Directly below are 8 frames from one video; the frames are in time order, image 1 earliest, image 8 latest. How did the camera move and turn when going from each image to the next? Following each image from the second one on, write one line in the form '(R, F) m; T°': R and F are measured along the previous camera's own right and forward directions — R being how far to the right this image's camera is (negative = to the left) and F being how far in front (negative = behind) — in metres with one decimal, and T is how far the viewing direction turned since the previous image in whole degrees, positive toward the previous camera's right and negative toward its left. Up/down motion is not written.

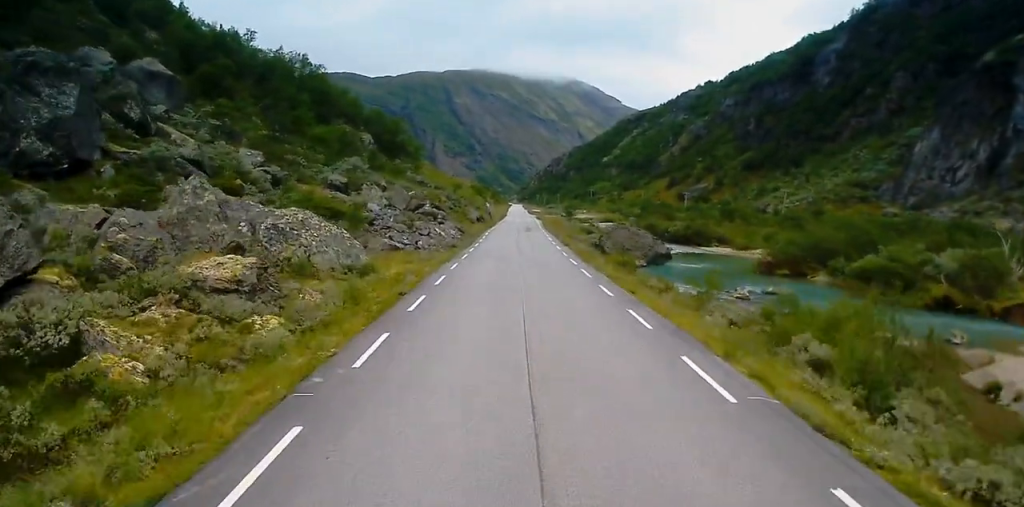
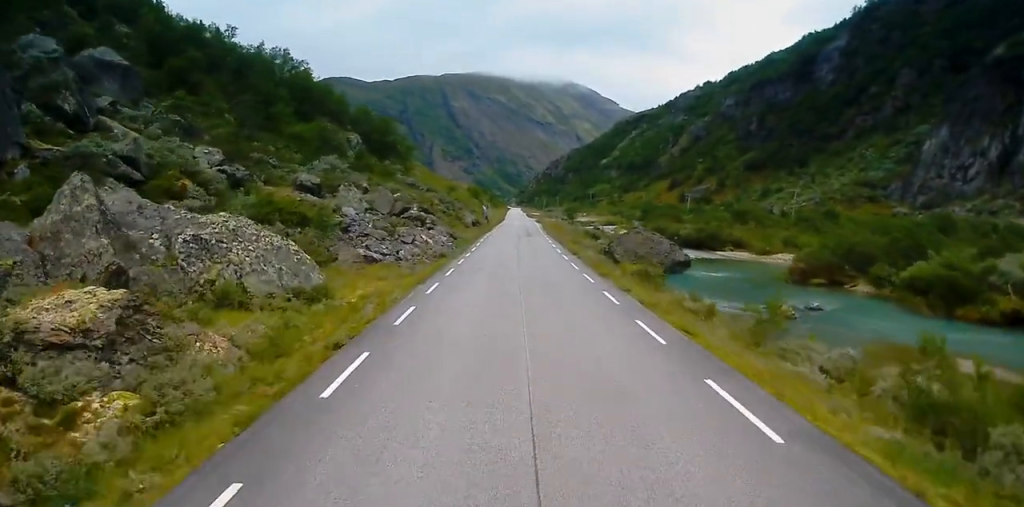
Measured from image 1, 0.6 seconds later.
(0.0, +7.6) m; +1°
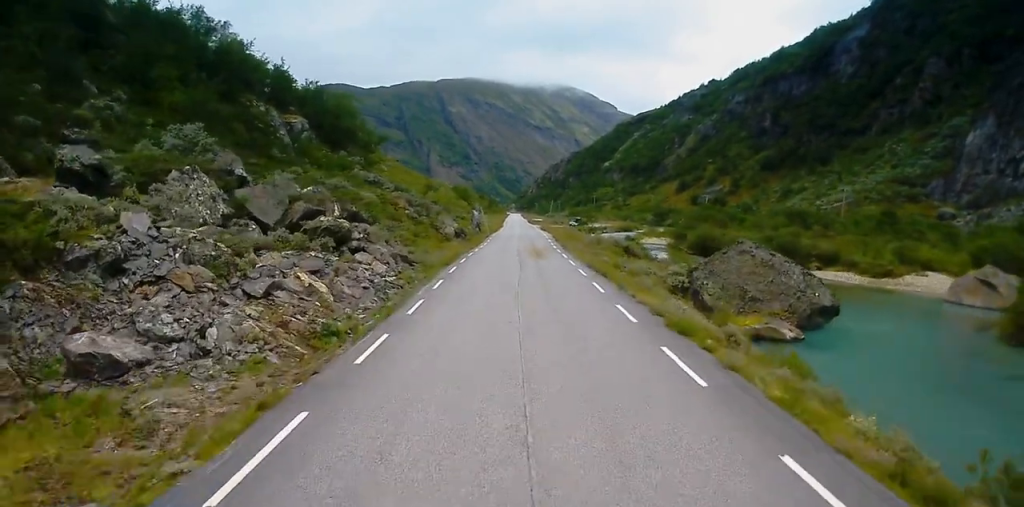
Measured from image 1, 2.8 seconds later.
(0.0, +27.2) m; -1°
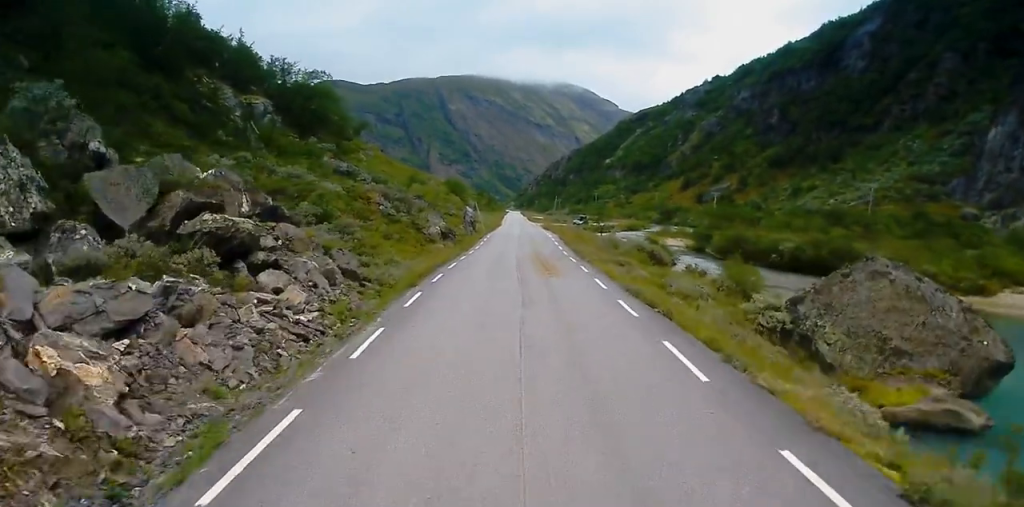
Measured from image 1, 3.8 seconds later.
(0.0, +12.0) m; +1°
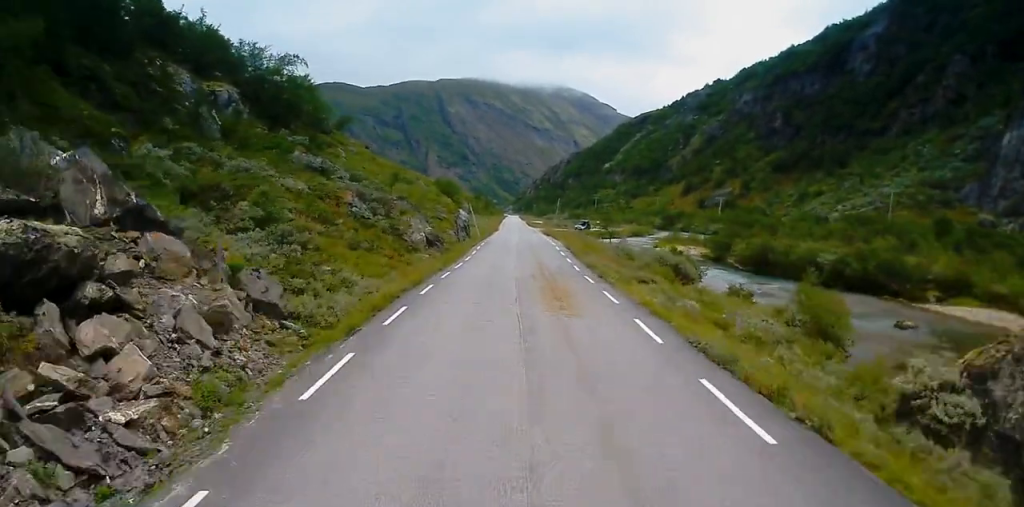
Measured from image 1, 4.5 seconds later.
(+0.1, +8.6) m; +1°
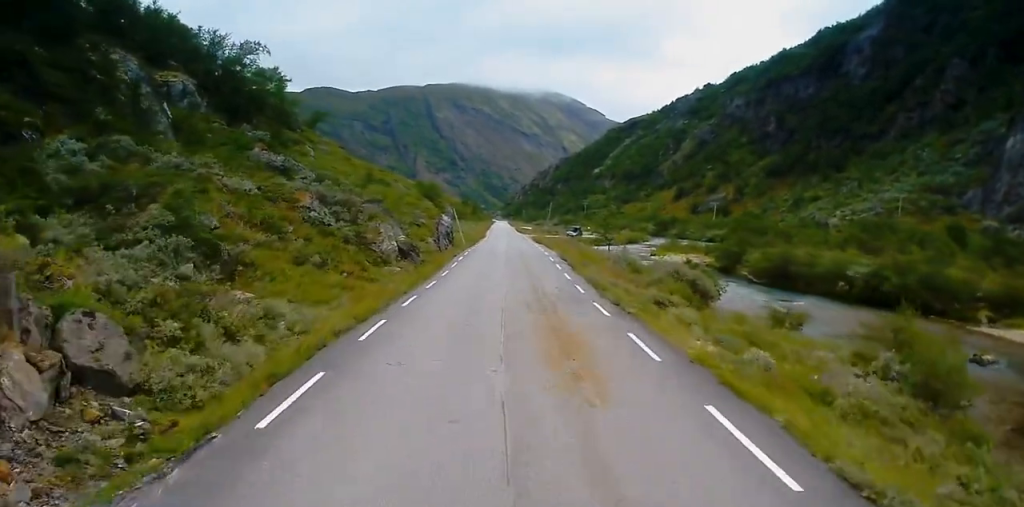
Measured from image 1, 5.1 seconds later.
(0.0, +7.0) m; 0°
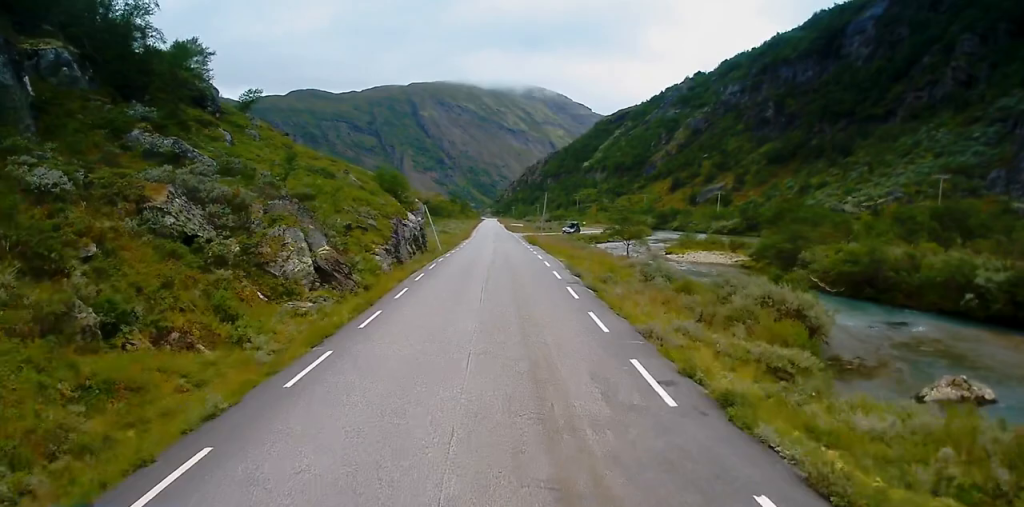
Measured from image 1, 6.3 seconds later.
(0.0, +15.2) m; -1°
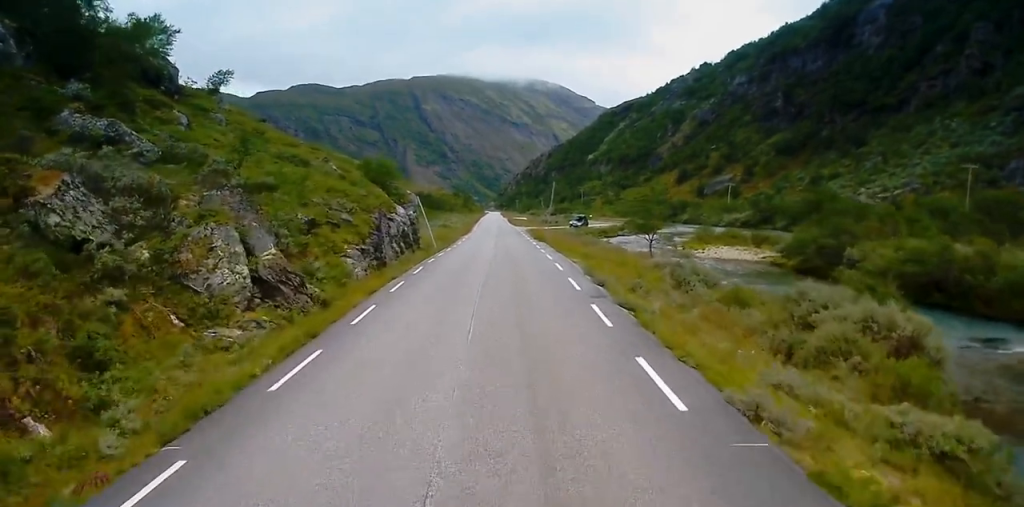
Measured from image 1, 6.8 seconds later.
(0.0, +6.5) m; 0°
